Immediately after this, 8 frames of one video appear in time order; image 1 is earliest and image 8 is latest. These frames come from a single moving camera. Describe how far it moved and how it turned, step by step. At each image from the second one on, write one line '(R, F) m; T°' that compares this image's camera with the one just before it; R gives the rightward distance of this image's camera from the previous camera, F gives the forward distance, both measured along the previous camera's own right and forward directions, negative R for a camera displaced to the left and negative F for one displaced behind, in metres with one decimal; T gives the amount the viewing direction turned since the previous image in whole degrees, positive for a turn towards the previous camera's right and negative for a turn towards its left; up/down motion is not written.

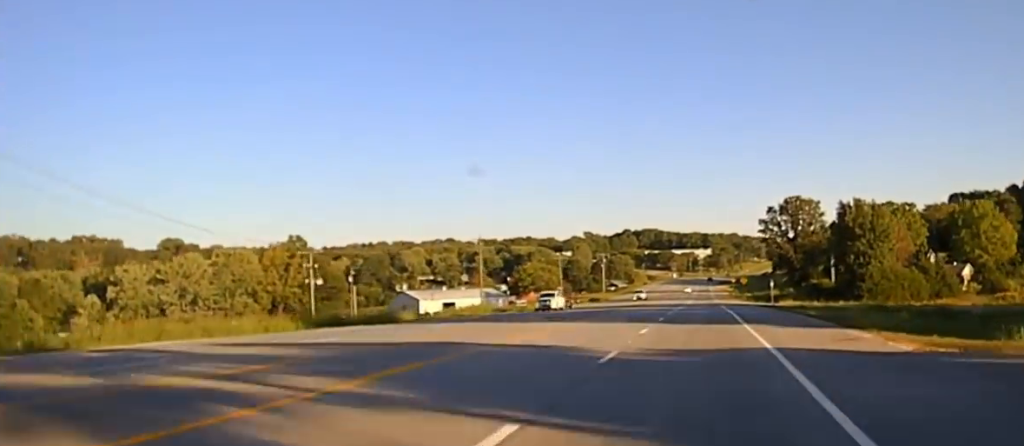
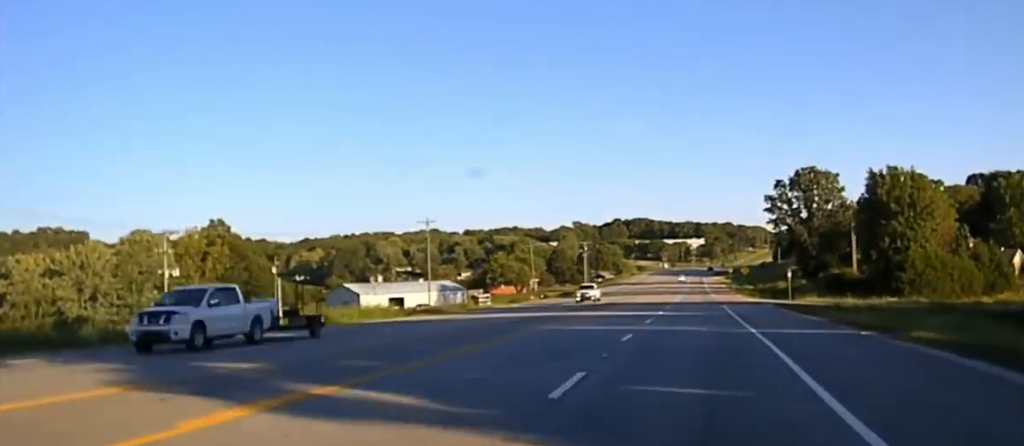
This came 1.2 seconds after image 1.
(0.0, +24.8) m; +1°
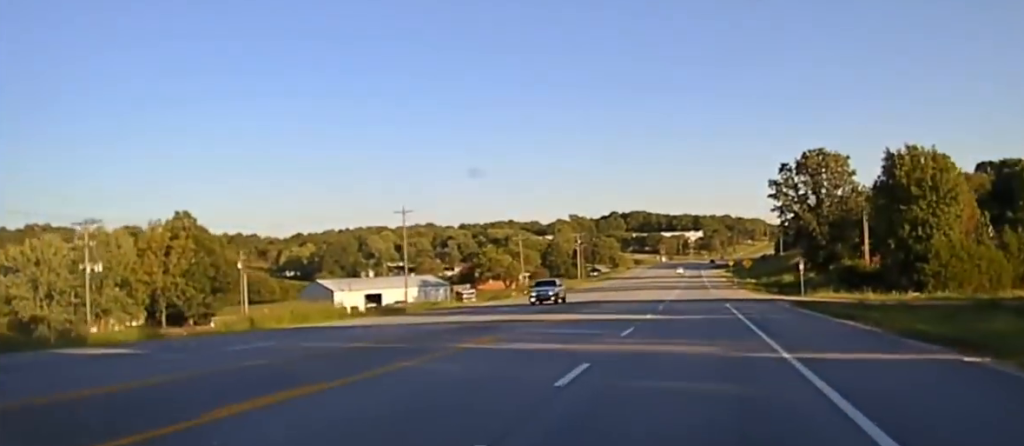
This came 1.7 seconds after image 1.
(0.0, +10.8) m; +1°
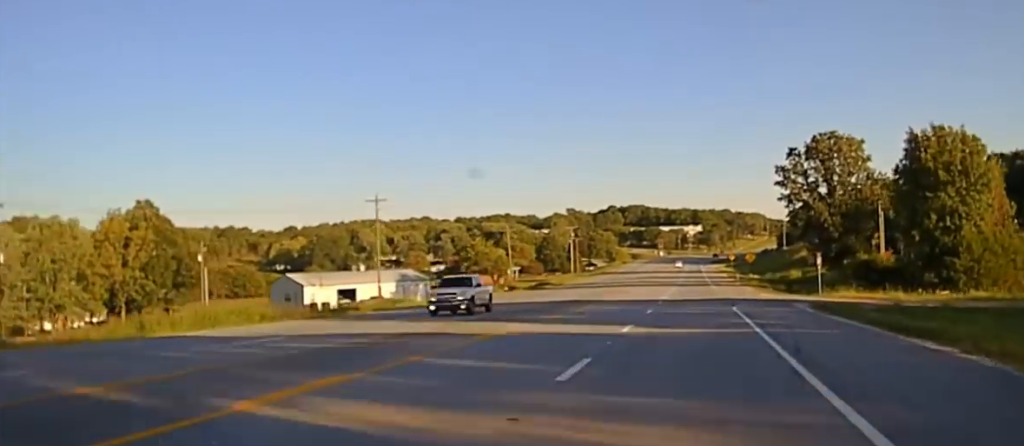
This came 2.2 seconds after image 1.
(+0.1, +11.3) m; +1°
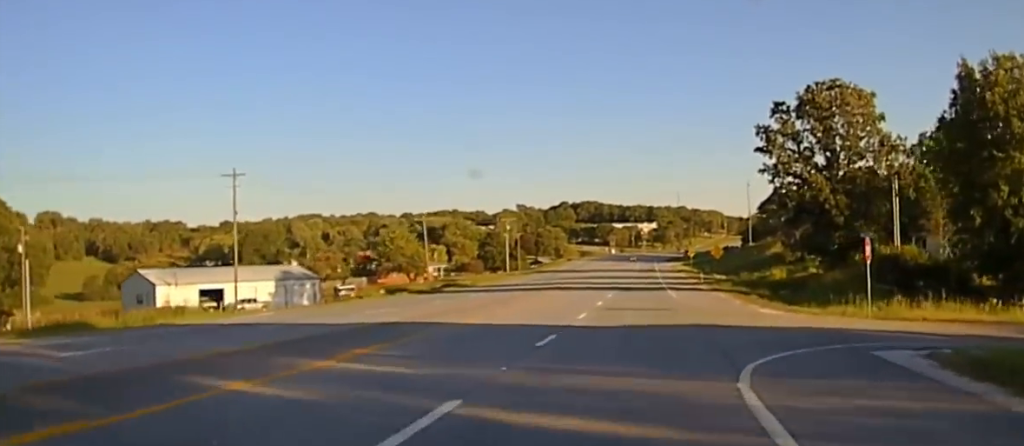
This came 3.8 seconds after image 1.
(+0.5, +35.8) m; +4°
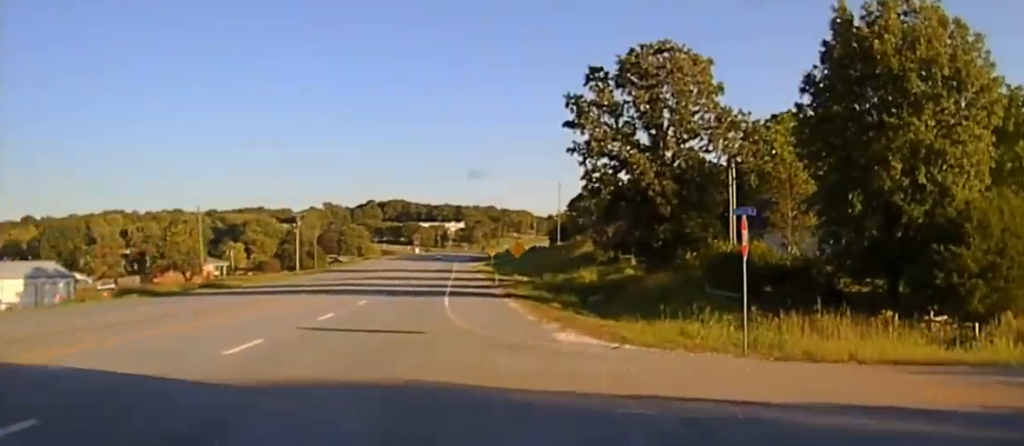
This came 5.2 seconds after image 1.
(+1.6, +16.5) m; +21°
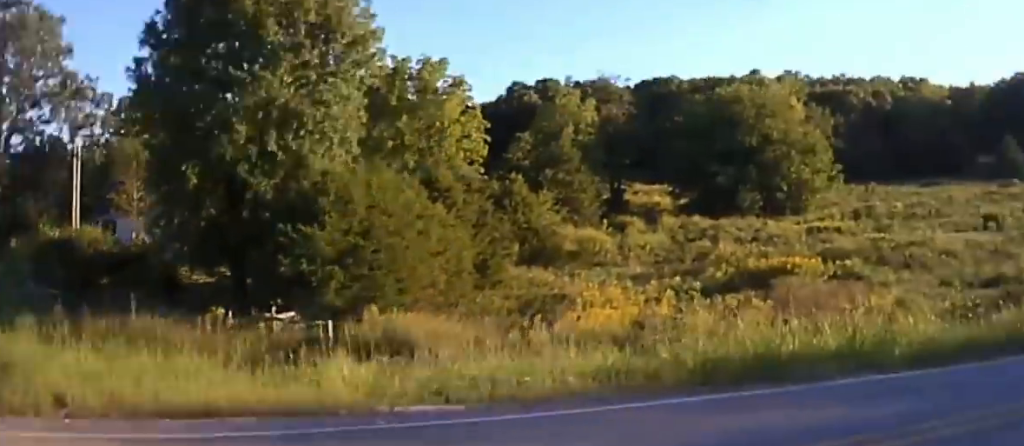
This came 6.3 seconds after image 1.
(+2.0, +8.2) m; +37°
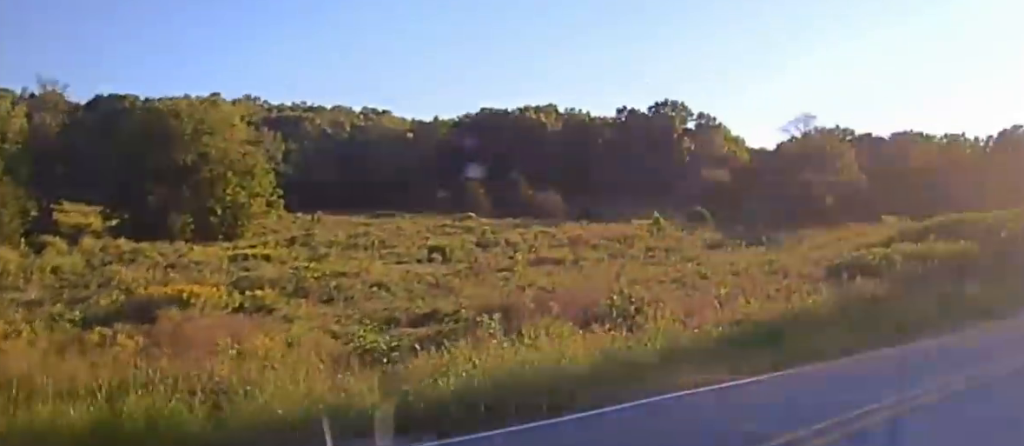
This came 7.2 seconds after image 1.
(+1.7, +4.9) m; +27°
